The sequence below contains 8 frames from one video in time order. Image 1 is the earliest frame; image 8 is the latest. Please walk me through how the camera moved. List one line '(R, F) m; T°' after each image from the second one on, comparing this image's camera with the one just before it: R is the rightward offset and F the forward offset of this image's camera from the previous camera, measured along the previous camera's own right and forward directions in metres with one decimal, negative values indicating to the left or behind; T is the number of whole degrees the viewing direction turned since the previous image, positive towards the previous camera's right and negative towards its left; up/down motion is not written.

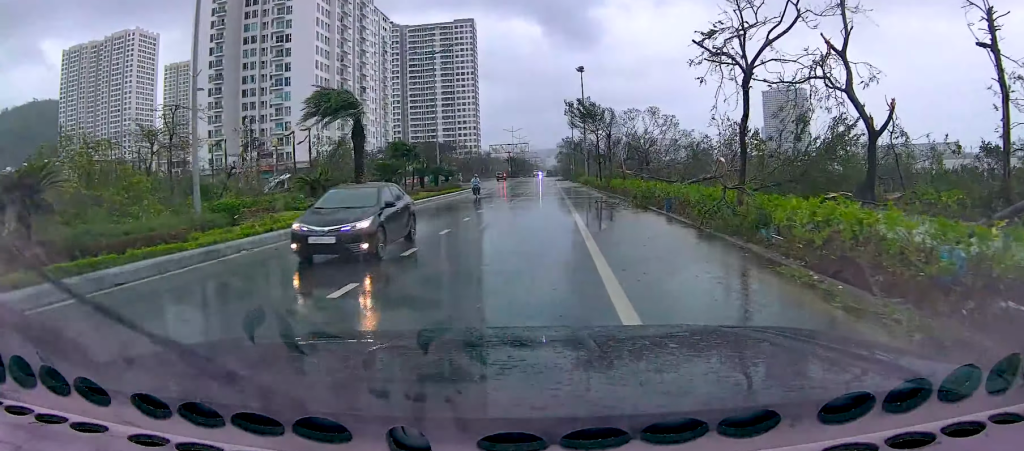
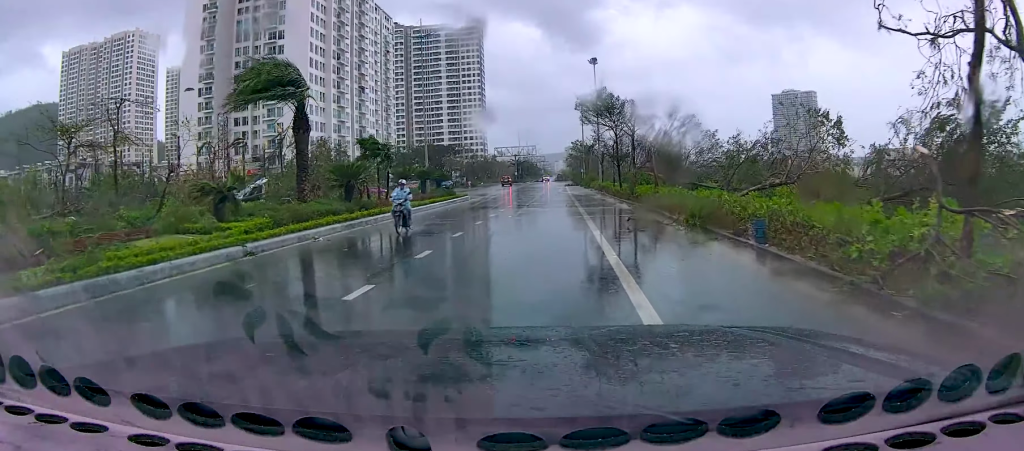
(+0.2, +8.4) m; +1°
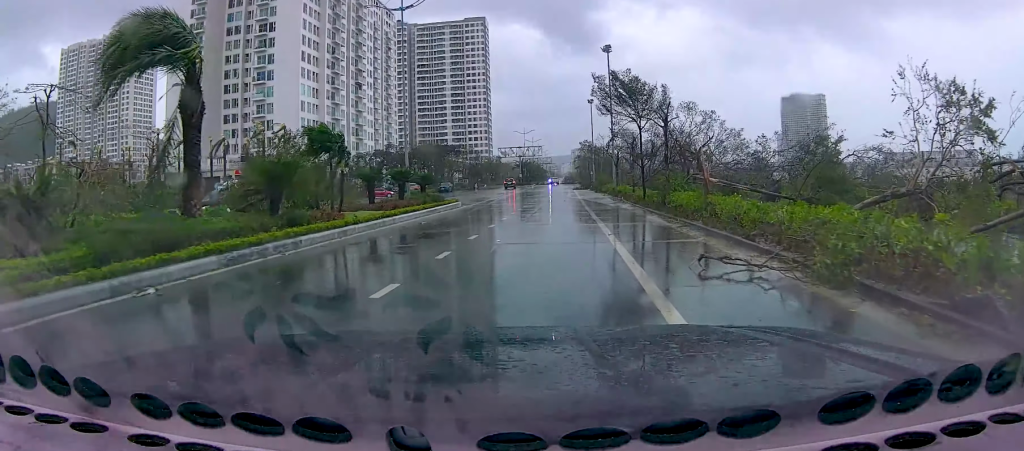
(0.0, +8.0) m; 0°
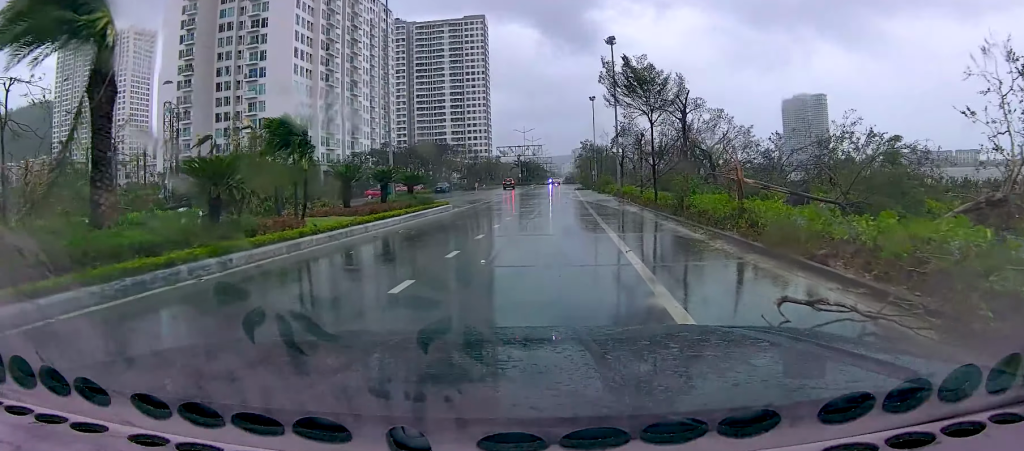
(0.0, +3.7) m; 0°
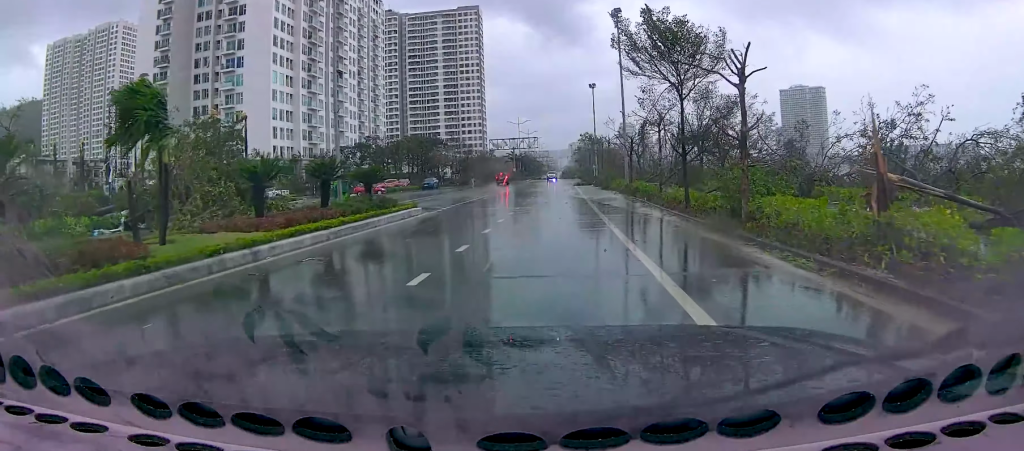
(0.0, +7.8) m; 0°
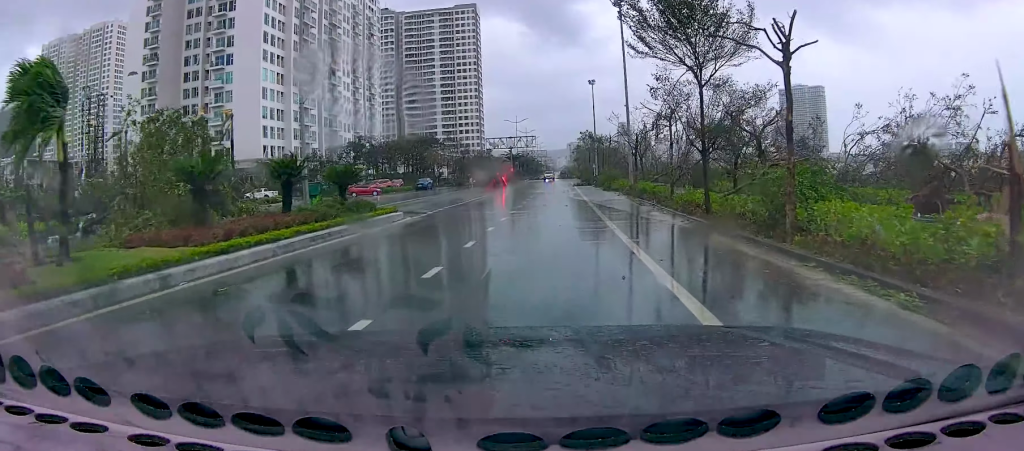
(0.0, +3.1) m; 0°
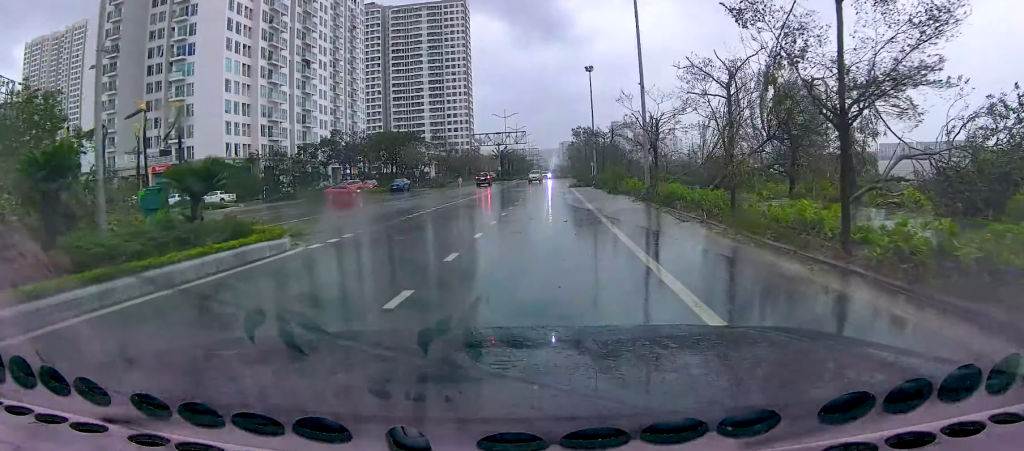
(0.0, +10.4) m; 0°
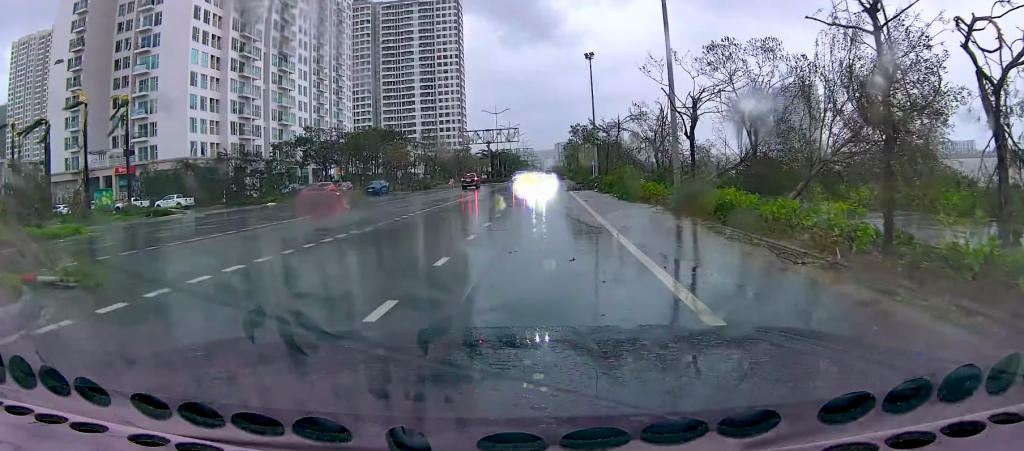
(0.0, +8.4) m; +1°
